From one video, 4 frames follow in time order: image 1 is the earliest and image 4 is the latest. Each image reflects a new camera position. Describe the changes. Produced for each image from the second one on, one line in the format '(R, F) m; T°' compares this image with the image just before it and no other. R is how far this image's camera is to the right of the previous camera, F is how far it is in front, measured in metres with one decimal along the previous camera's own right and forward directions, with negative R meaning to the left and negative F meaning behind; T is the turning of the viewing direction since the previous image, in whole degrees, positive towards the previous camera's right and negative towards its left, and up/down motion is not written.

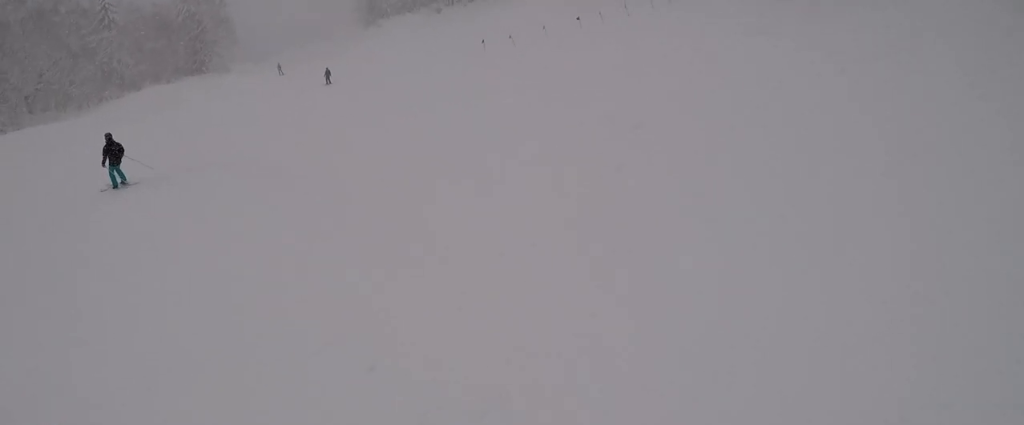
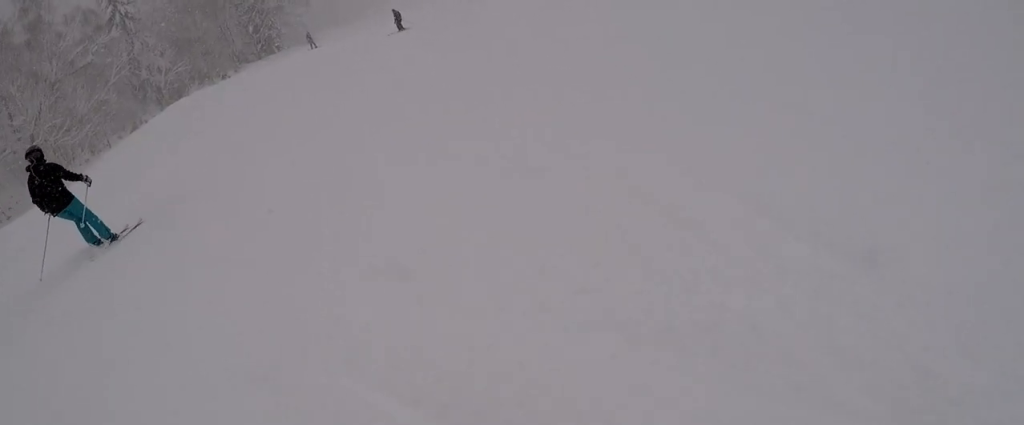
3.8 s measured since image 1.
(-13.3, +23.0) m; -28°
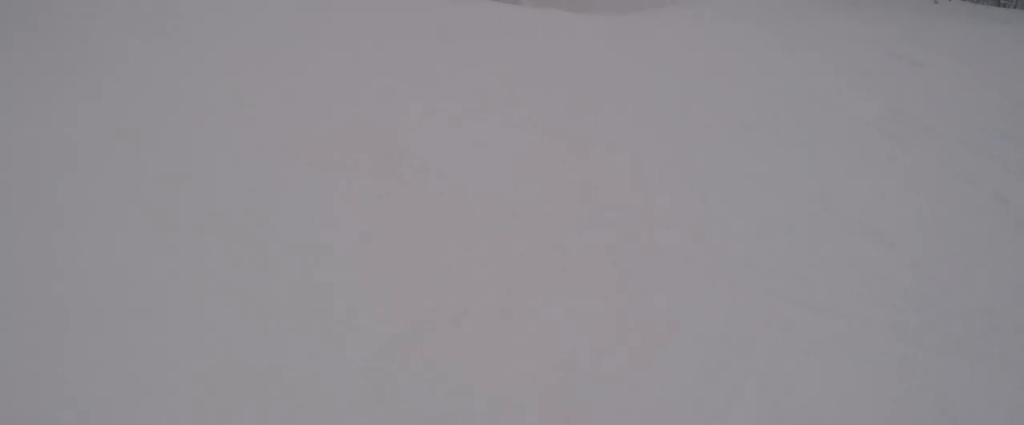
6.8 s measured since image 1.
(+3.9, +20.6) m; -14°
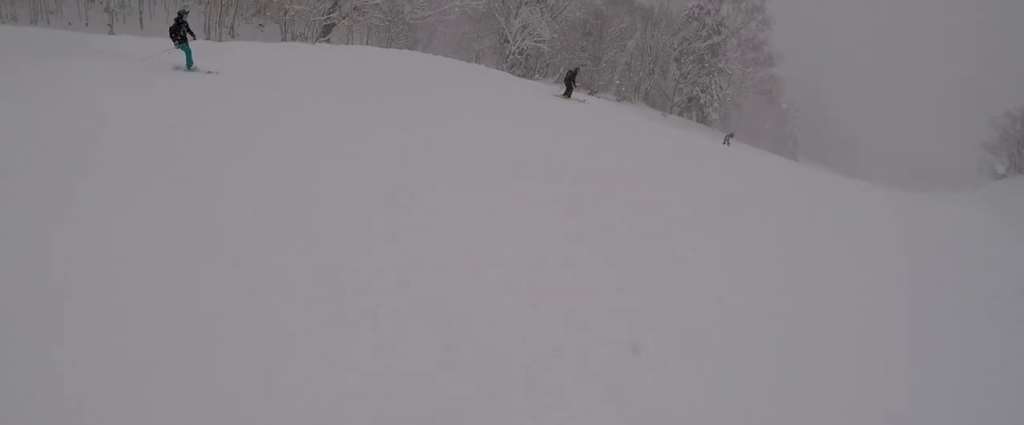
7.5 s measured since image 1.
(-0.3, +4.2) m; -17°
